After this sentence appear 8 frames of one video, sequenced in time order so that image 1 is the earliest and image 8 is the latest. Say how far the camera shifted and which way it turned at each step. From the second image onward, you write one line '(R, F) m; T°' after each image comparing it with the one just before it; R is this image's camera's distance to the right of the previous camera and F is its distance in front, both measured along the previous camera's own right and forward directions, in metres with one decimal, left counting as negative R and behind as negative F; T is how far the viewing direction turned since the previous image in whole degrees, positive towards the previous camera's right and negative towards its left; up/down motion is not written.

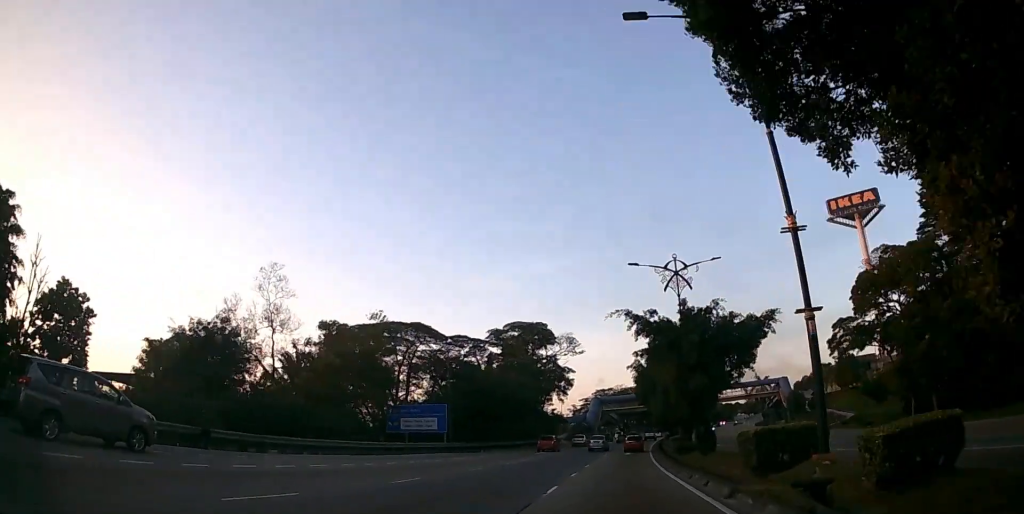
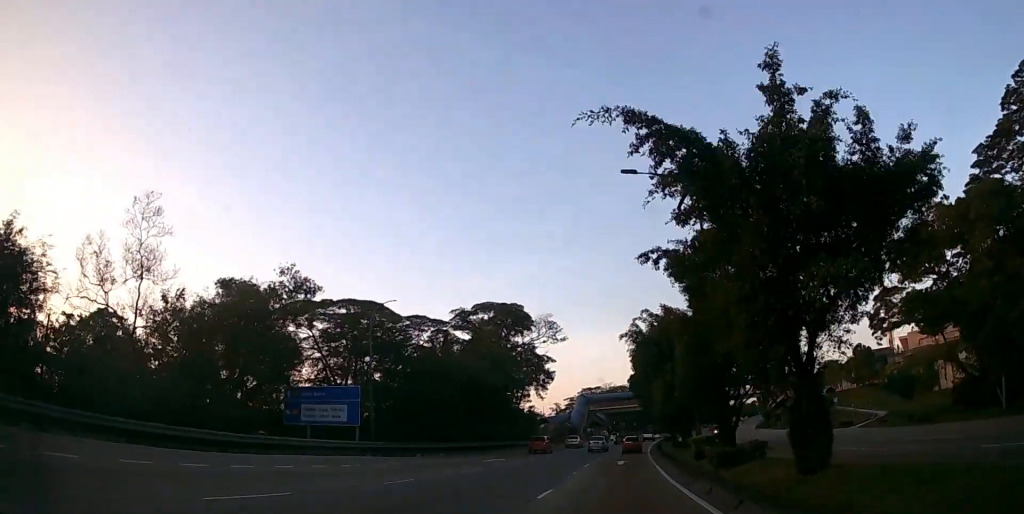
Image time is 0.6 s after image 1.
(+0.2, +13.4) m; +1°
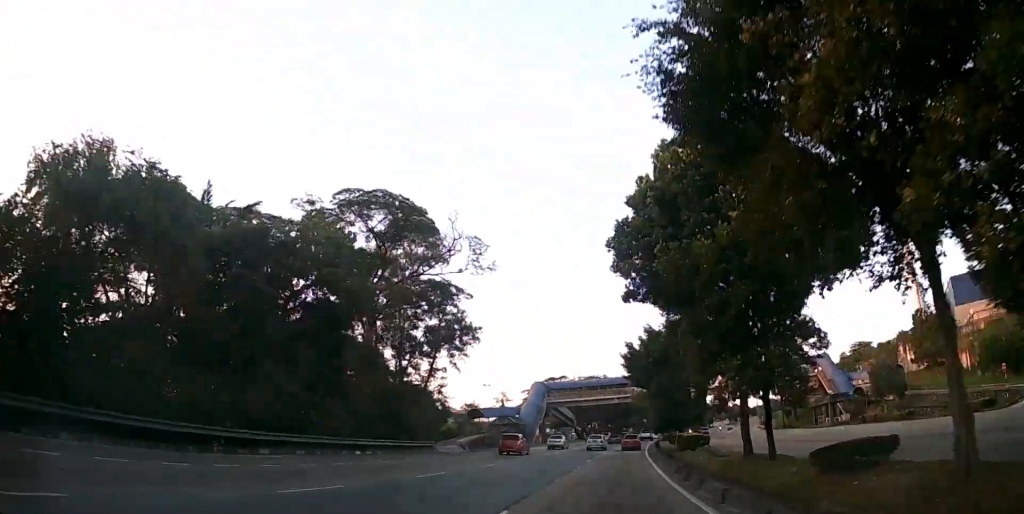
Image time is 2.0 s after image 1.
(+0.5, +32.8) m; +2°
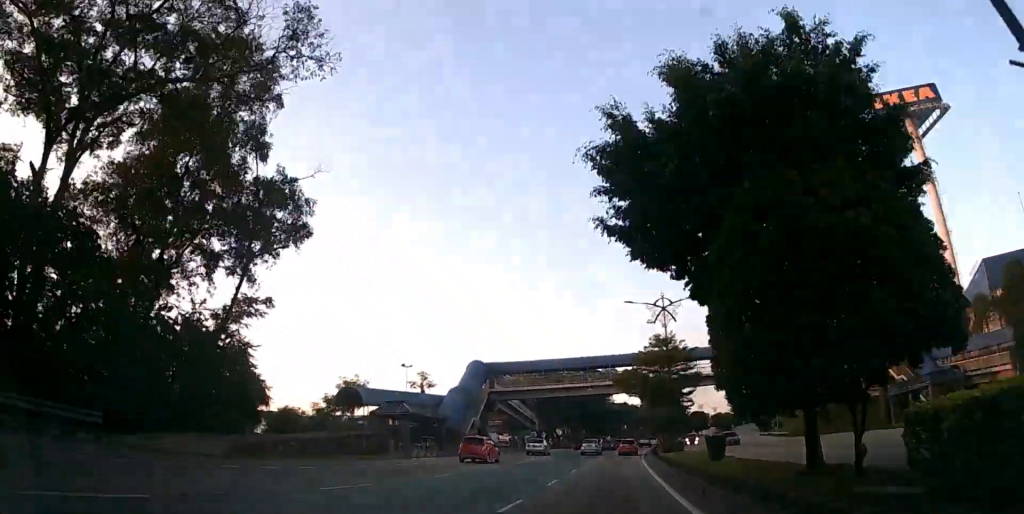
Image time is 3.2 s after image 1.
(+0.5, +27.1) m; +2°
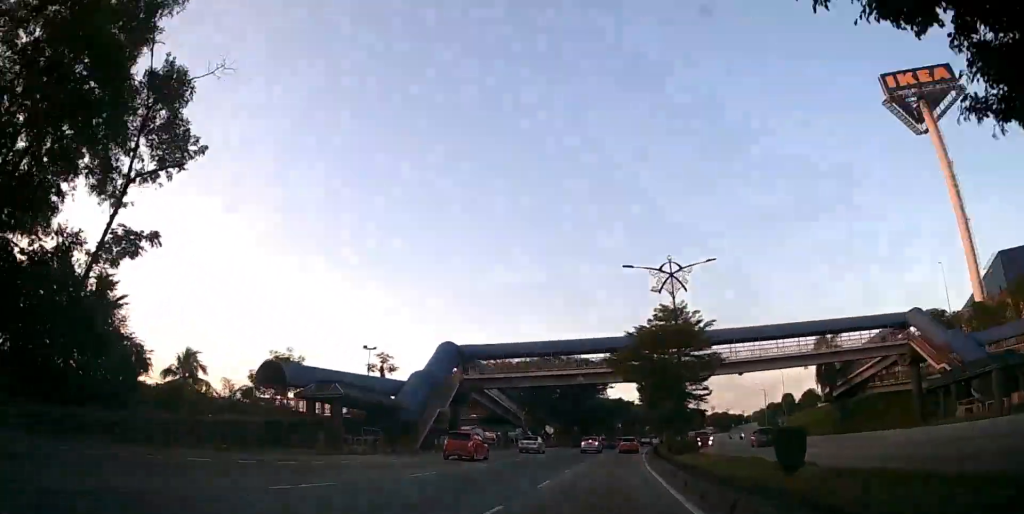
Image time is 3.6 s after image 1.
(+0.1, +9.4) m; +1°
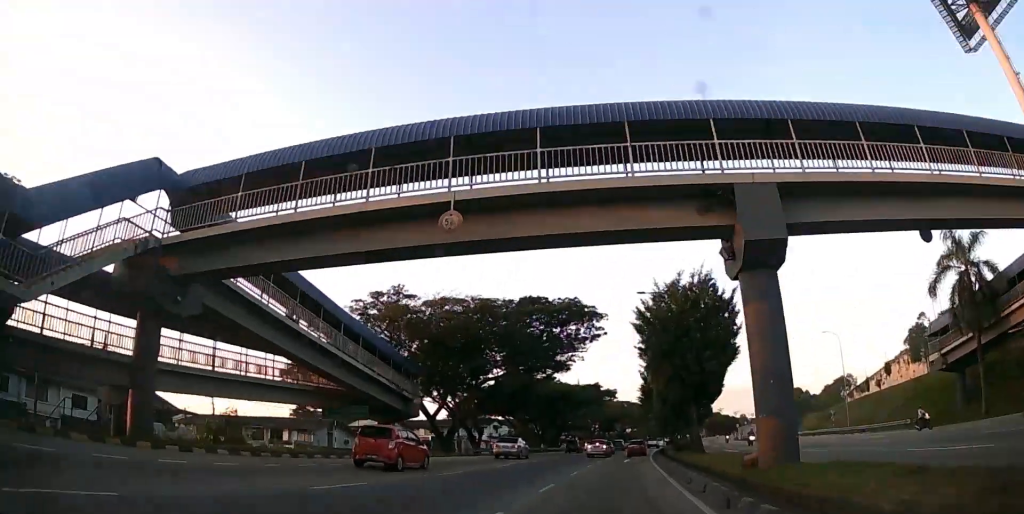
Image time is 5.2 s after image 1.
(+0.5, +35.8) m; +2°
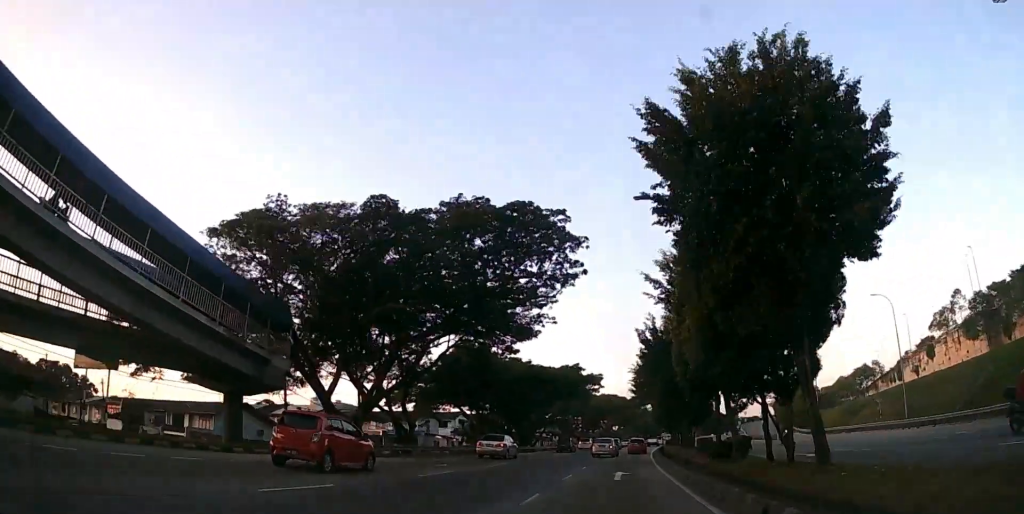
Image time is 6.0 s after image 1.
(+0.4, +17.8) m; +2°
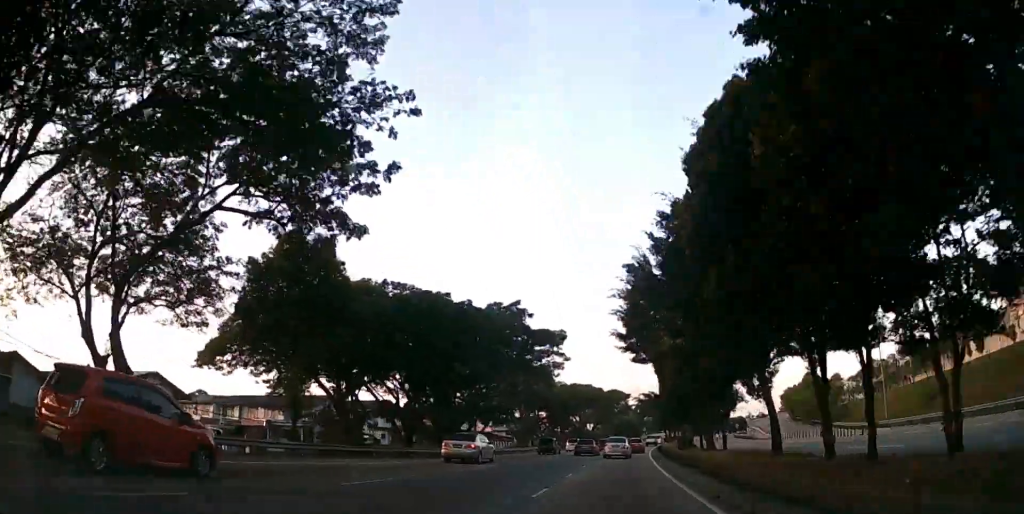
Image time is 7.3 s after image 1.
(+0.6, +27.4) m; +2°
